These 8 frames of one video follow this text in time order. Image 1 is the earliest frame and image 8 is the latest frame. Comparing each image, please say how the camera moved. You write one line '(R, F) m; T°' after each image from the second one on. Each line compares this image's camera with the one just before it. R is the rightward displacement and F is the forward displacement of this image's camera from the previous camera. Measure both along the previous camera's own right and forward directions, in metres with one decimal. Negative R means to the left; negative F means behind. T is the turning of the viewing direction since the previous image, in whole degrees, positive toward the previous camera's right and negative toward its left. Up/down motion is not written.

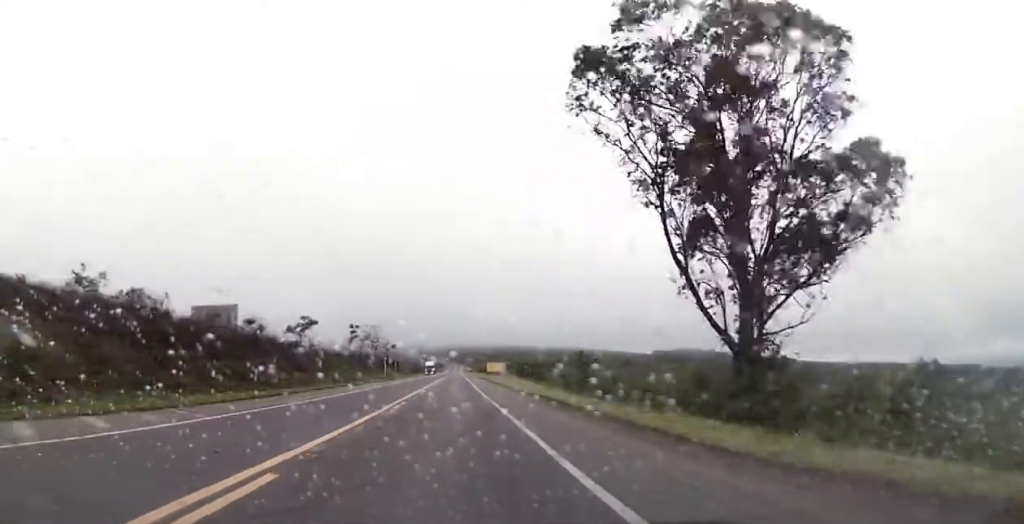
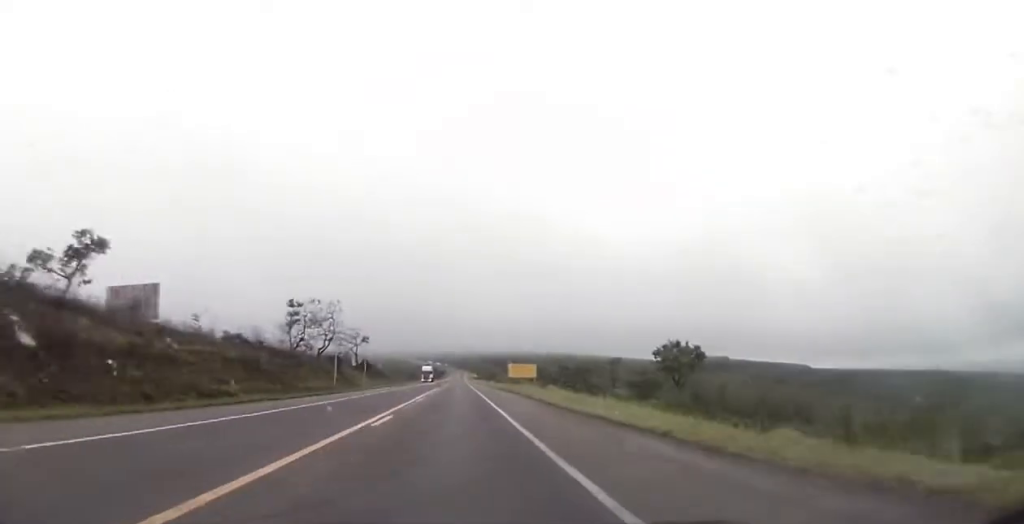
(-0.1, +37.6) m; 0°
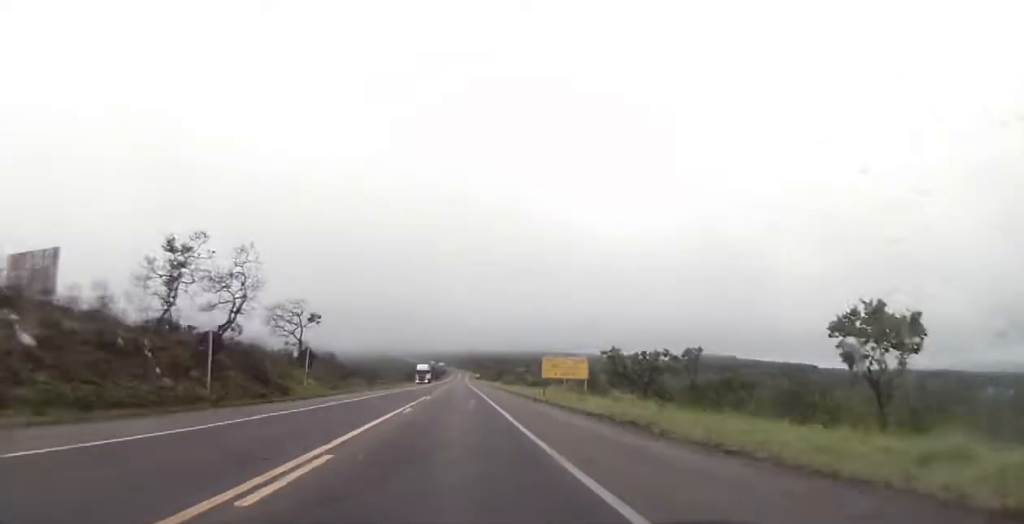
(+0.2, +27.1) m; 0°
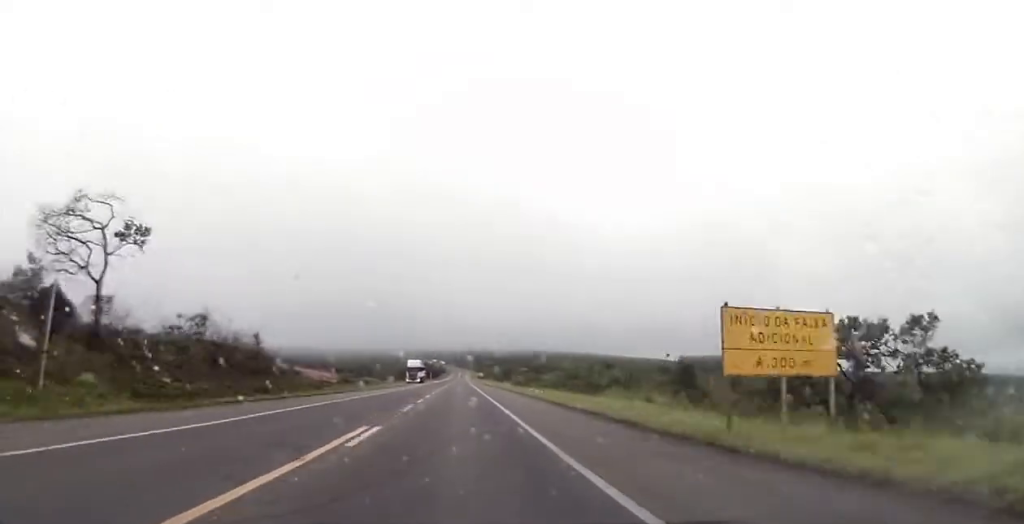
(-0.3, +28.3) m; -1°
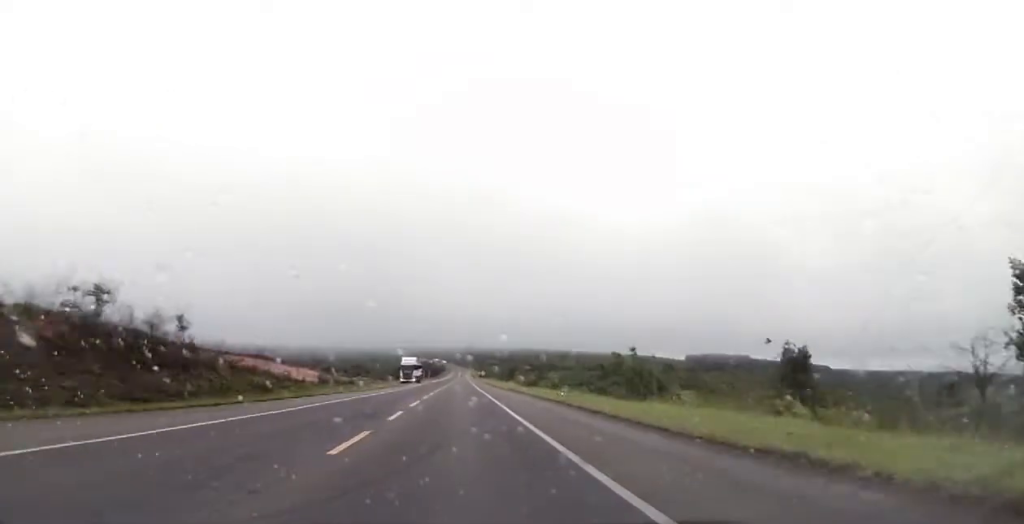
(-0.1, +13.1) m; 0°
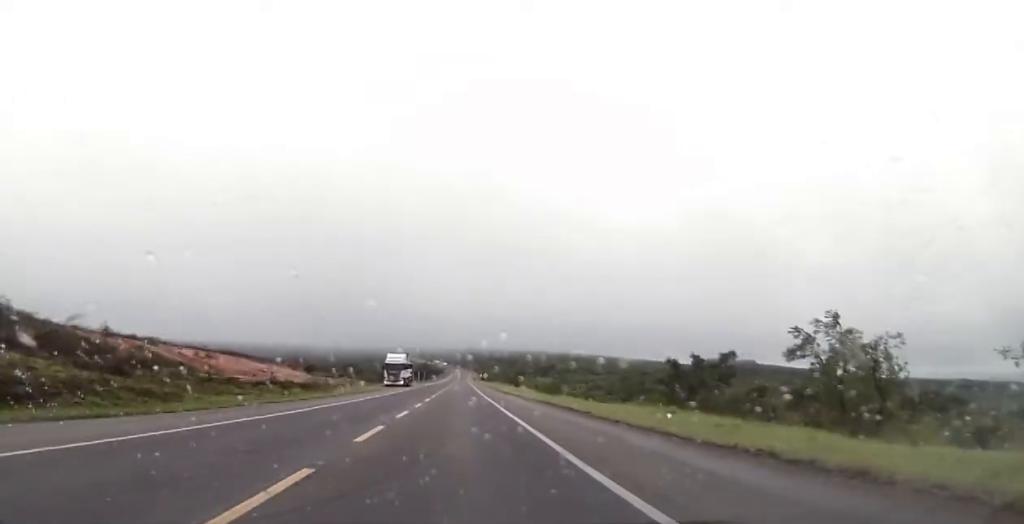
(-0.1, +21.8) m; 0°
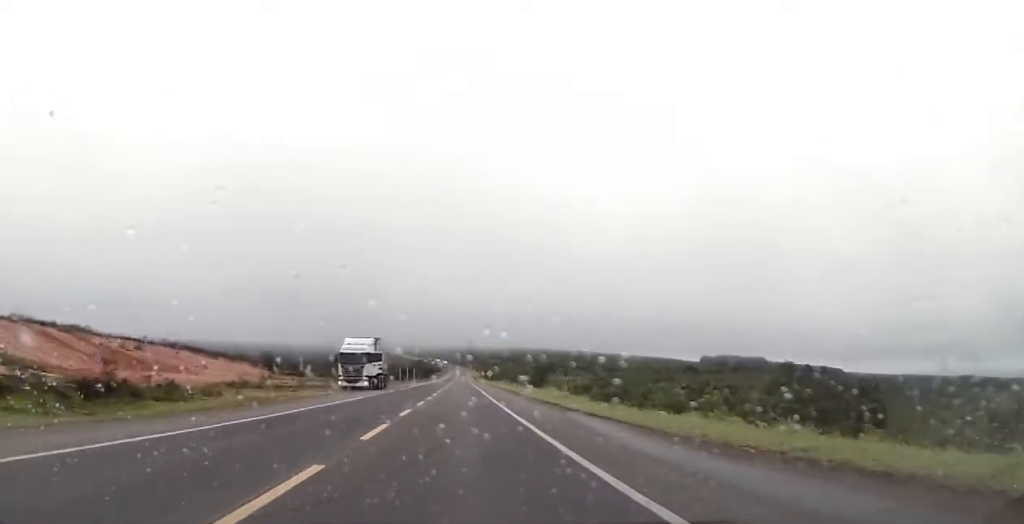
(+0.1, +31.8) m; 0°
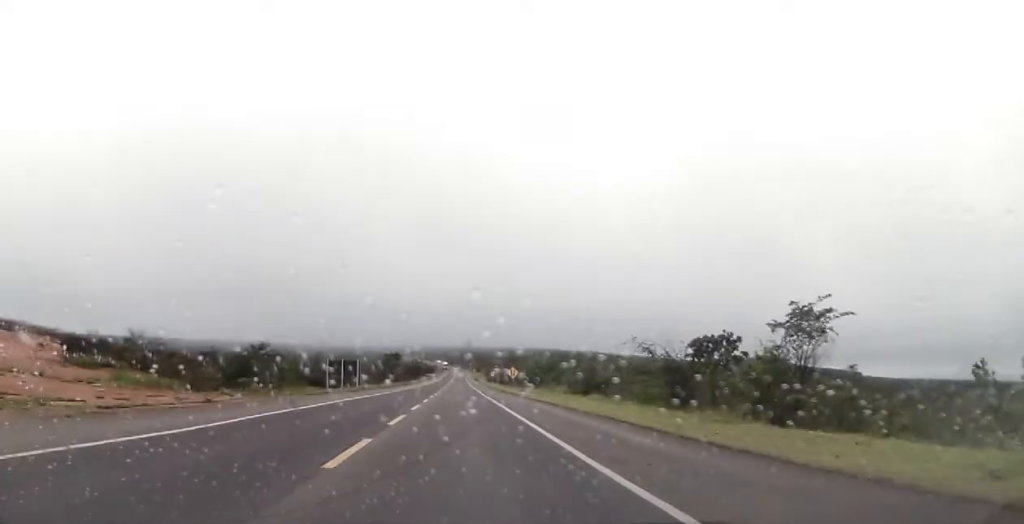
(+0.3, +68.6) m; 0°
